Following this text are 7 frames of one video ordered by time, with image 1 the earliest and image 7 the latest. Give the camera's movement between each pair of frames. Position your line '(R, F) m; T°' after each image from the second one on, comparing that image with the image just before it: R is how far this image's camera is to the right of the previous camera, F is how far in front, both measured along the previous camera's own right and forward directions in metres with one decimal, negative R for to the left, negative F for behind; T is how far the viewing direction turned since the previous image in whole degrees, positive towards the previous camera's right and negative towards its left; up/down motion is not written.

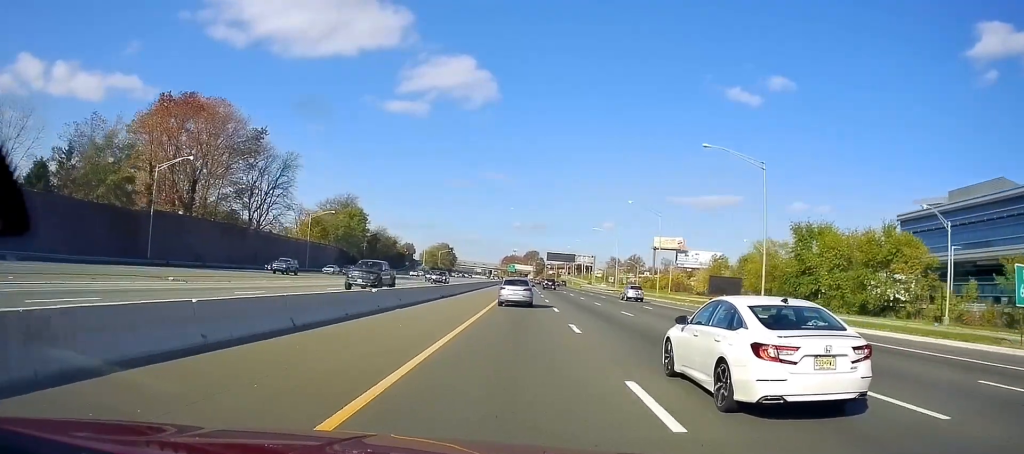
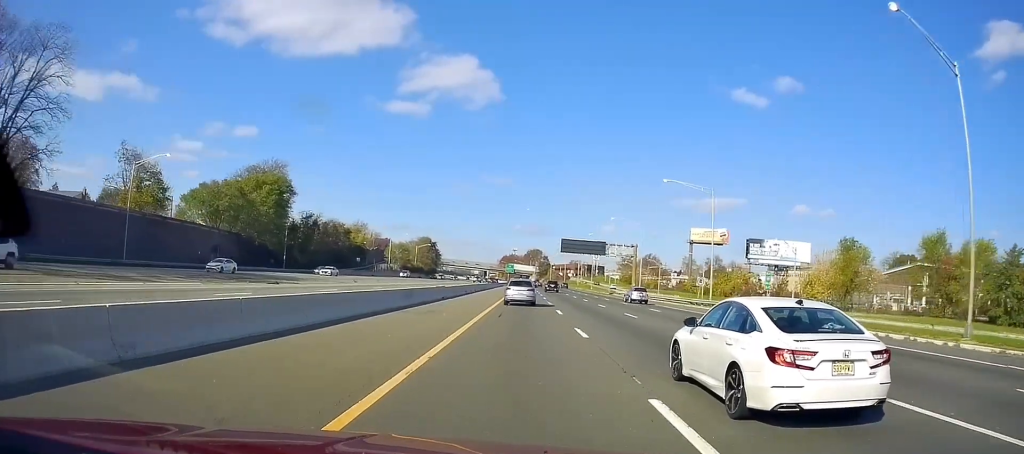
(+1.2, +61.7) m; +1°
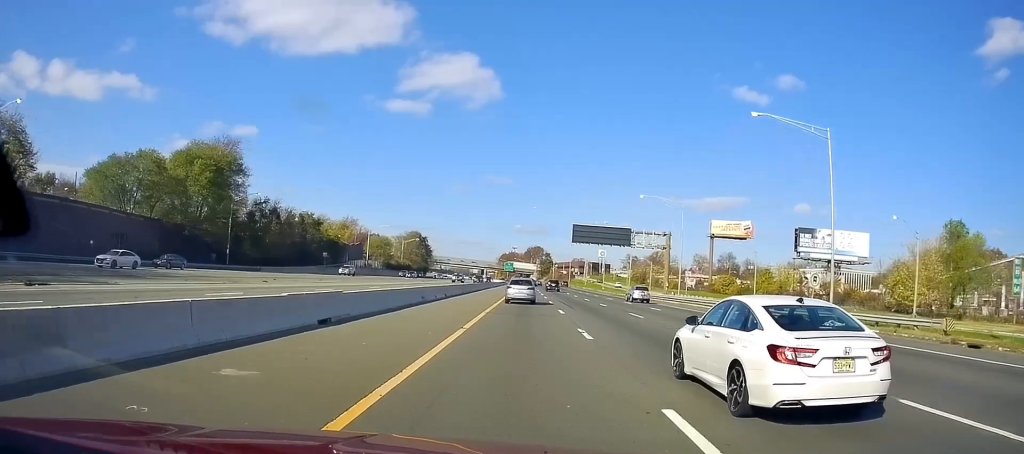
(-0.3, +24.9) m; -1°
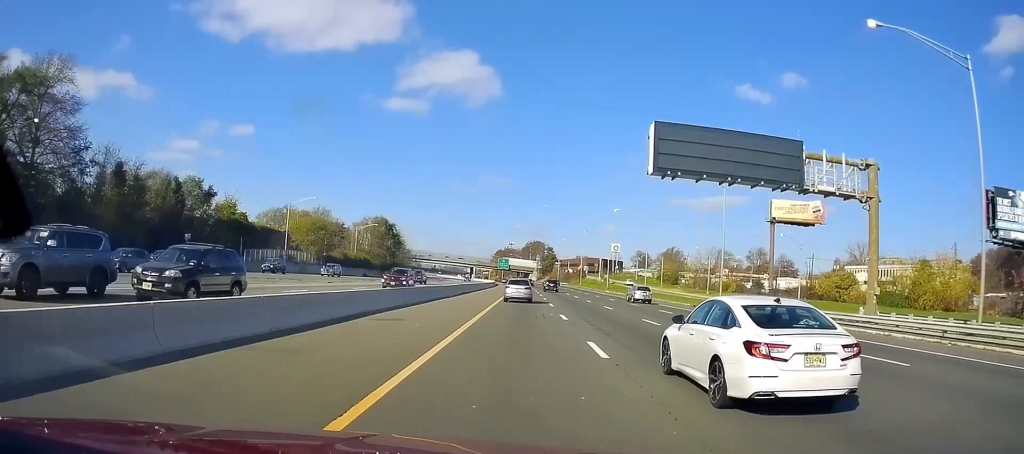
(0.0, +52.3) m; +1°
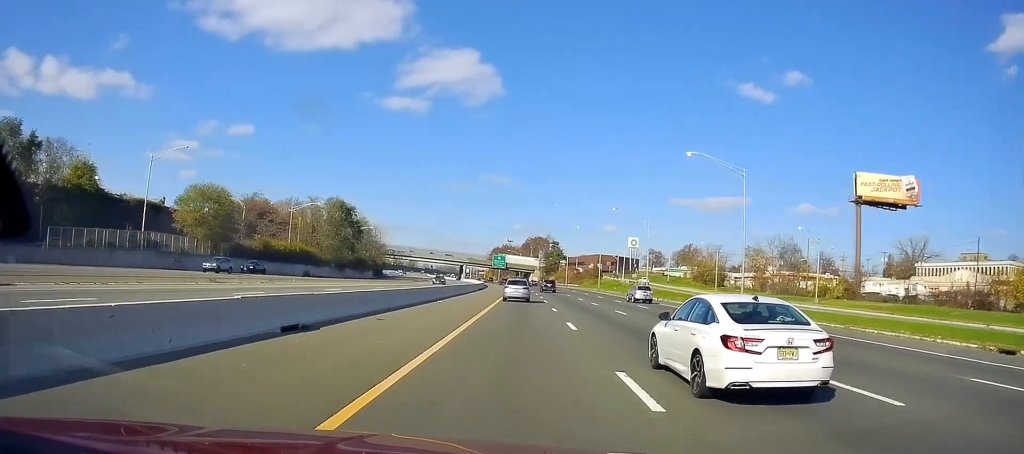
(+0.2, +42.0) m; 0°
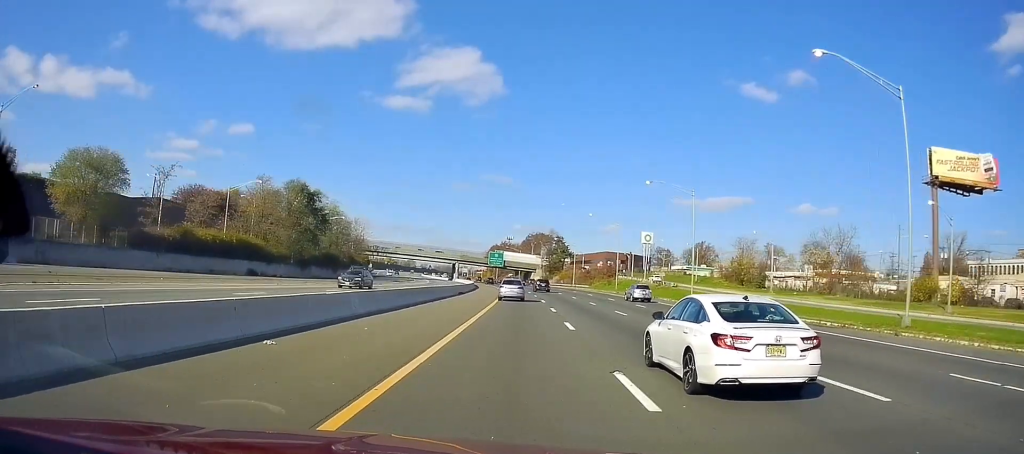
(0.0, +24.1) m; 0°
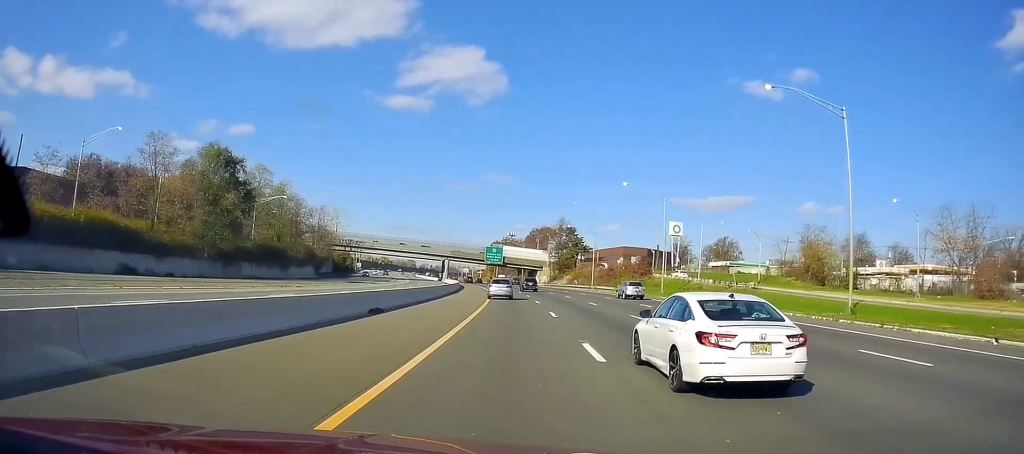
(-0.3, +32.5) m; -1°
